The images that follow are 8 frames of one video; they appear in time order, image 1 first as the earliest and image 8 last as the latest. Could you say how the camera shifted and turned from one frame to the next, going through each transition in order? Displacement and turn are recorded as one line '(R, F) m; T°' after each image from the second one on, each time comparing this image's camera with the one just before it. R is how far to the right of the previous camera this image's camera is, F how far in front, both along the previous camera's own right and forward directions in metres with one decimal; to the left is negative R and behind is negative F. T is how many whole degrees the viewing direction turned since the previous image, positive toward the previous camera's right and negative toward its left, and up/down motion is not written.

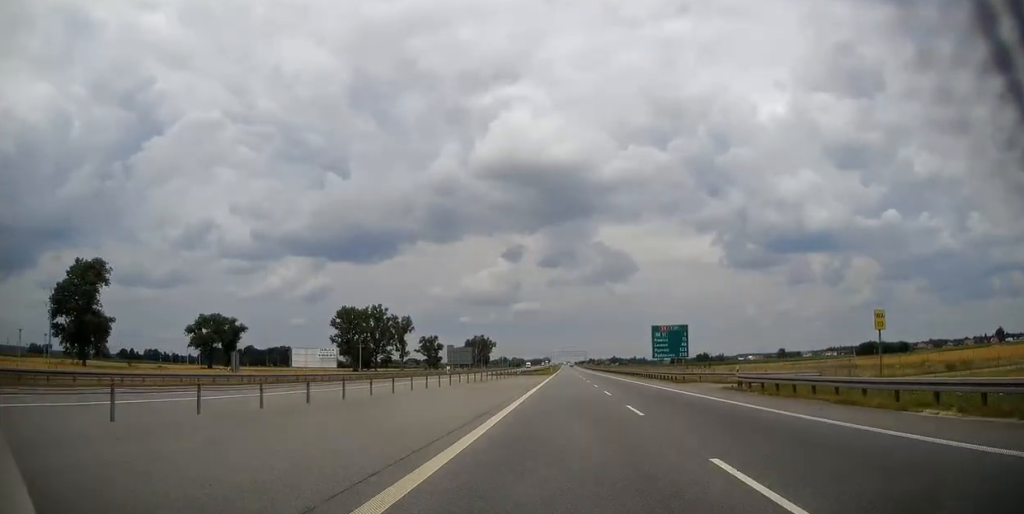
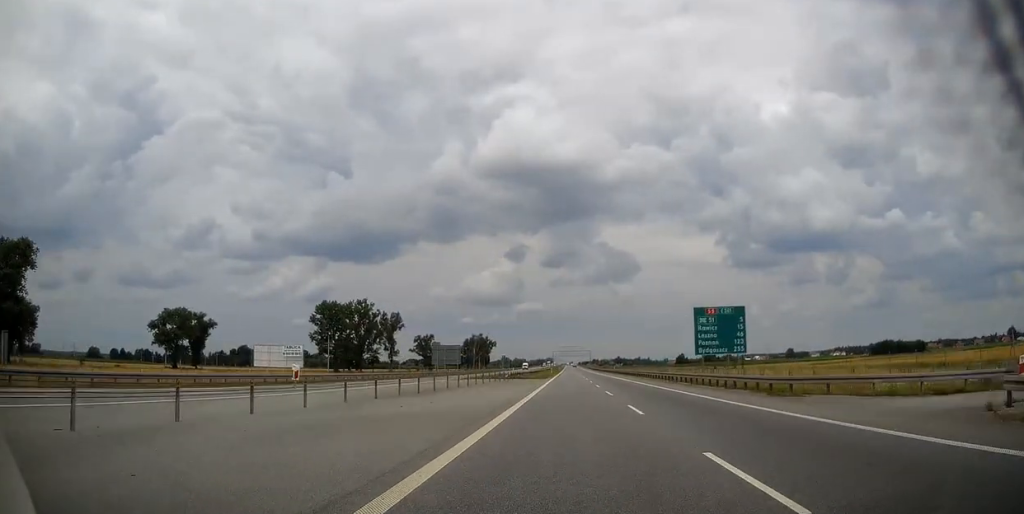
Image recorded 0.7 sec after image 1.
(+0.1, +22.9) m; 0°
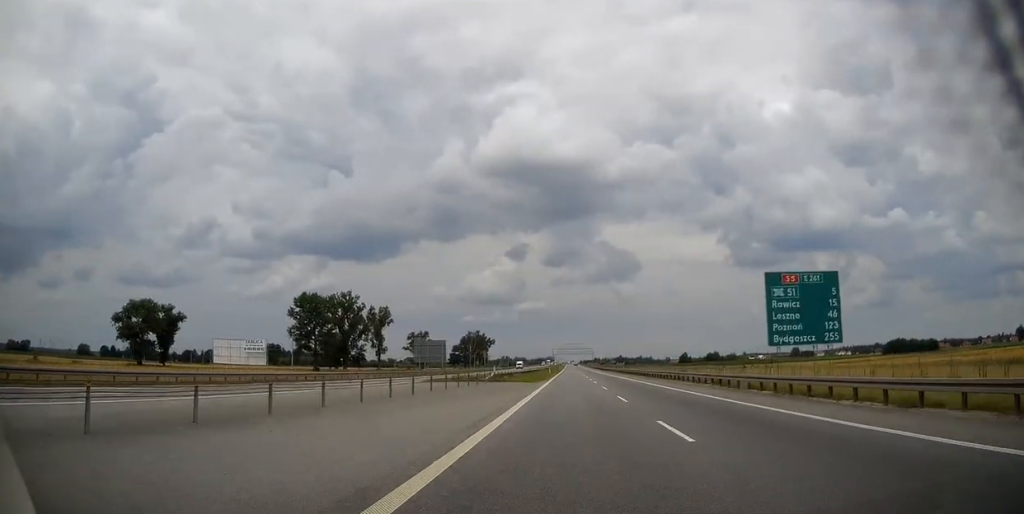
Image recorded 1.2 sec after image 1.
(-0.2, +18.3) m; 0°
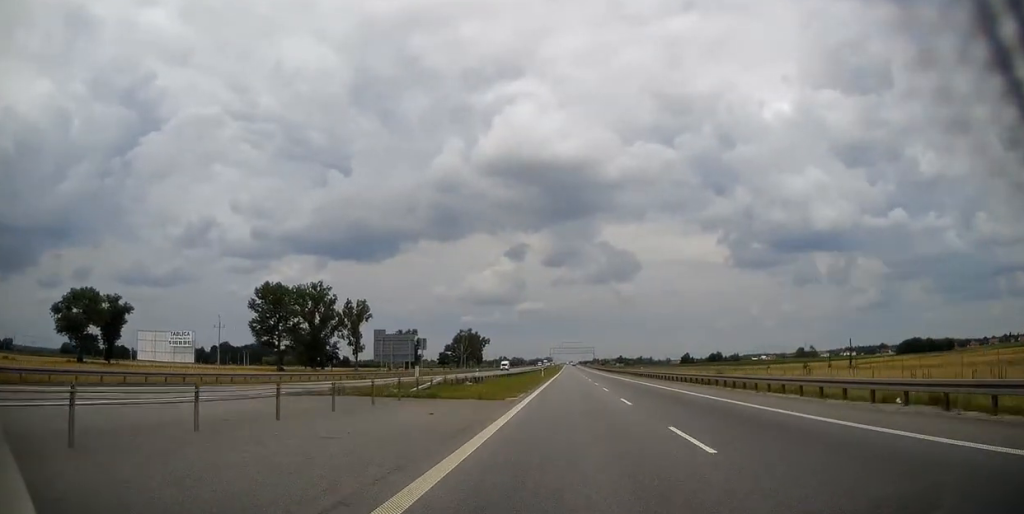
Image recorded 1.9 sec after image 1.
(-0.1, +25.2) m; 0°
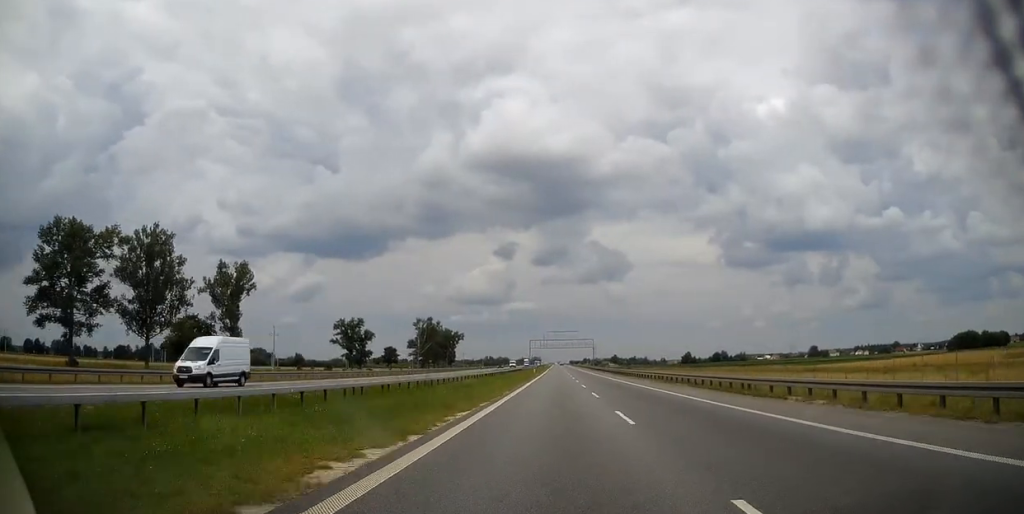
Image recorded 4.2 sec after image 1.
(+0.8, +79.3) m; +1°
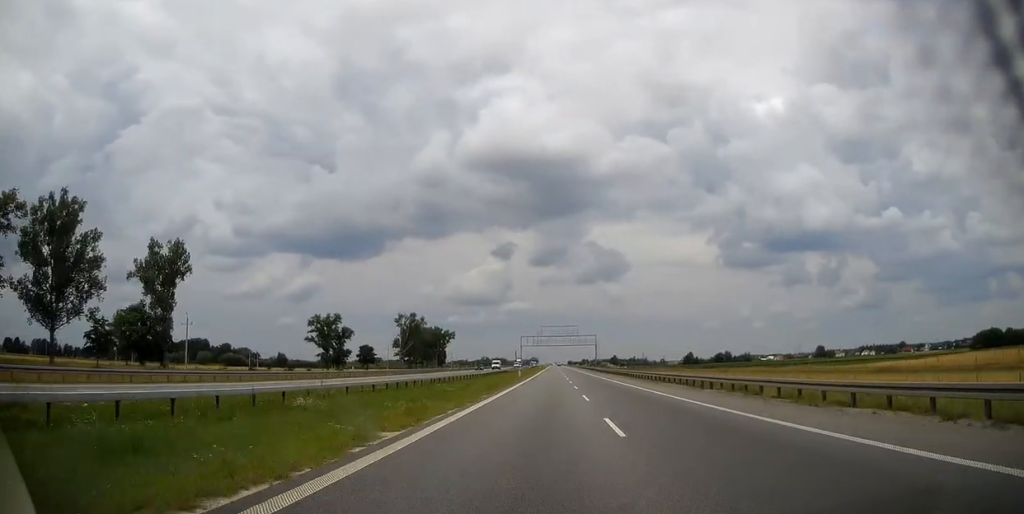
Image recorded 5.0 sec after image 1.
(0.0, +26.4) m; 0°
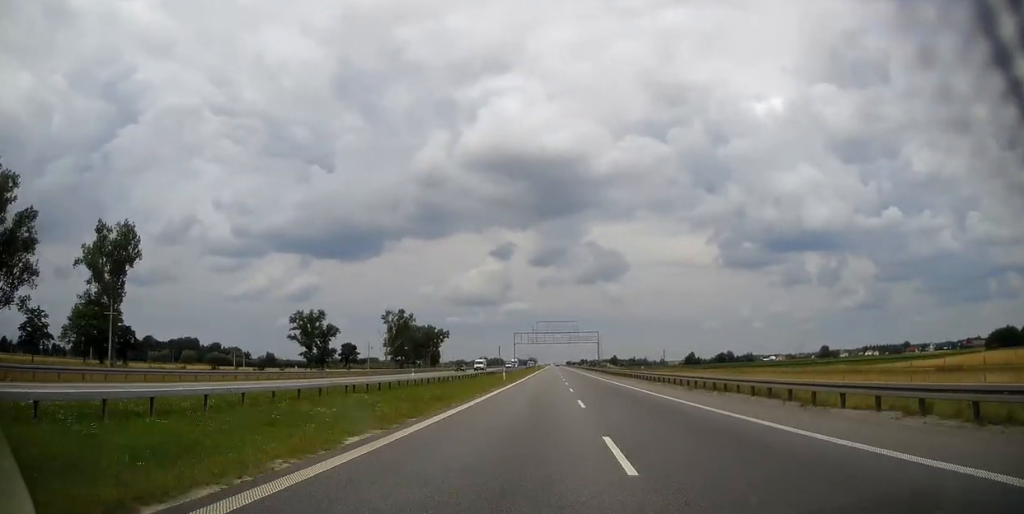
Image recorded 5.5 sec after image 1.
(-0.1, +16.1) m; 0°
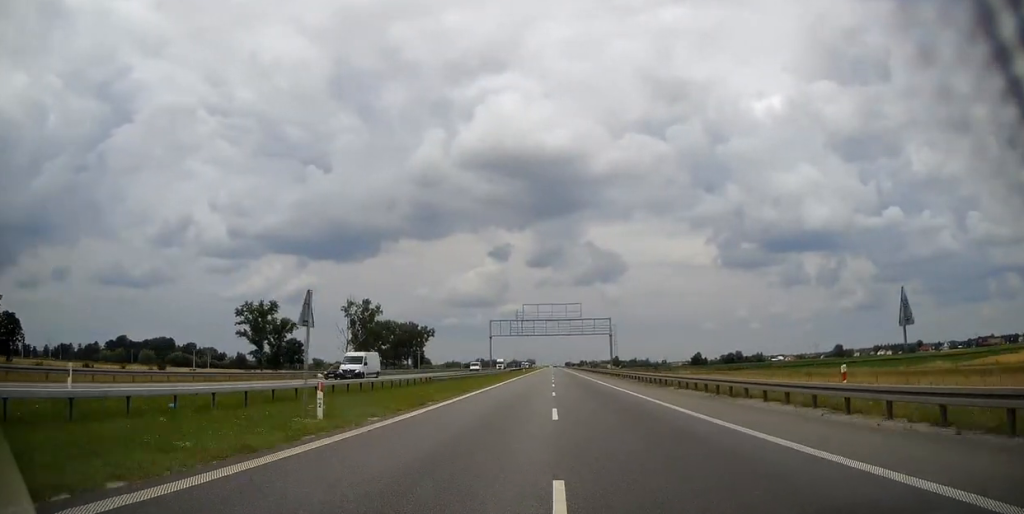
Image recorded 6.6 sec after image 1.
(+0.3, +40.2) m; 0°
